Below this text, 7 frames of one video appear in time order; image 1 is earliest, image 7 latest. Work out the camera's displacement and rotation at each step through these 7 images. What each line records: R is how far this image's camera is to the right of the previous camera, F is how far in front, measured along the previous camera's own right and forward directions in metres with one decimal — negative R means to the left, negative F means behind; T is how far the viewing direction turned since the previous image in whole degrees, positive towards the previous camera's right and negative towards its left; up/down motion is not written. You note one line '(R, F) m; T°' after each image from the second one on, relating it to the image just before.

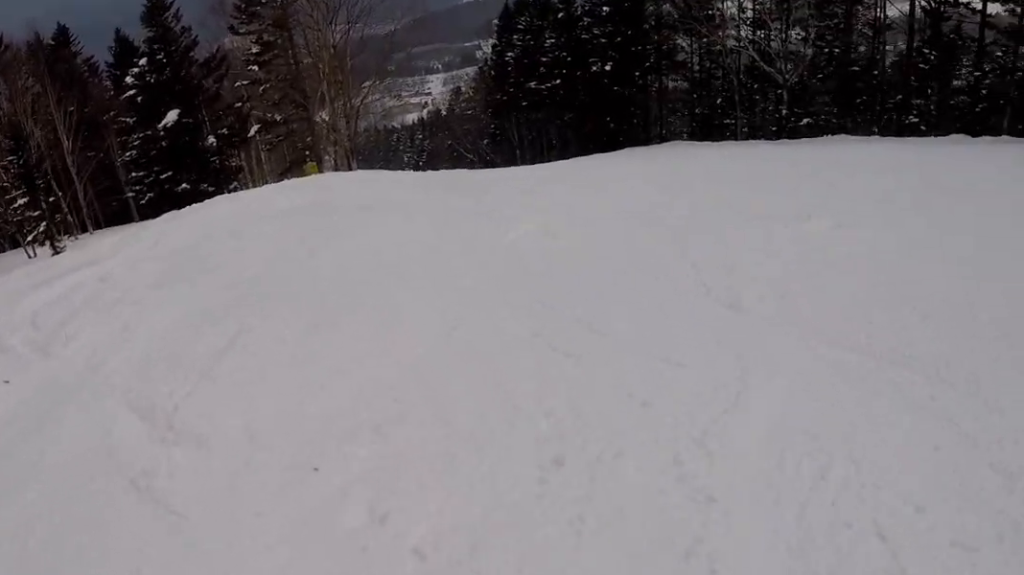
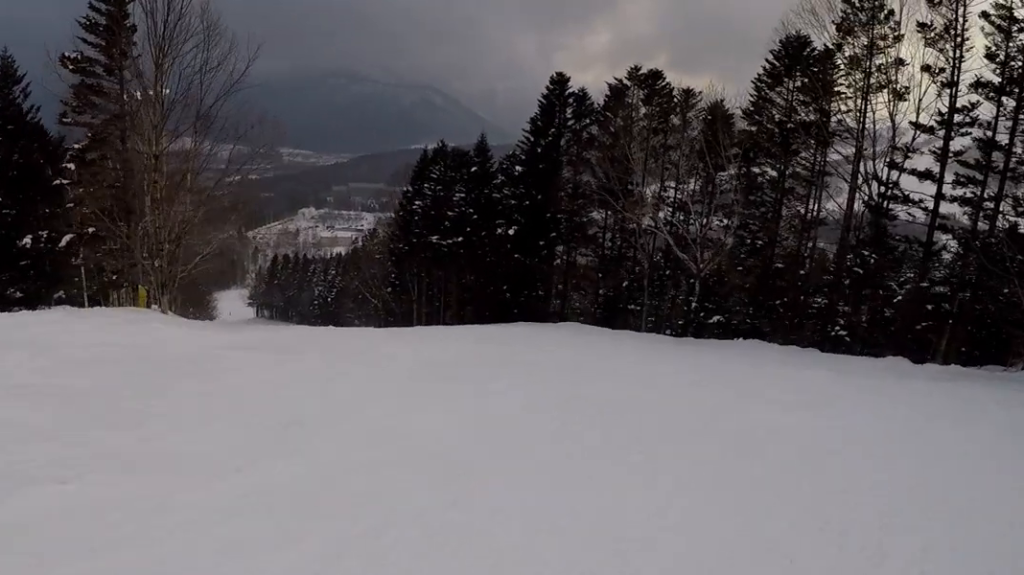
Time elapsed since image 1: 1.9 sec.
(+3.2, +5.5) m; +30°
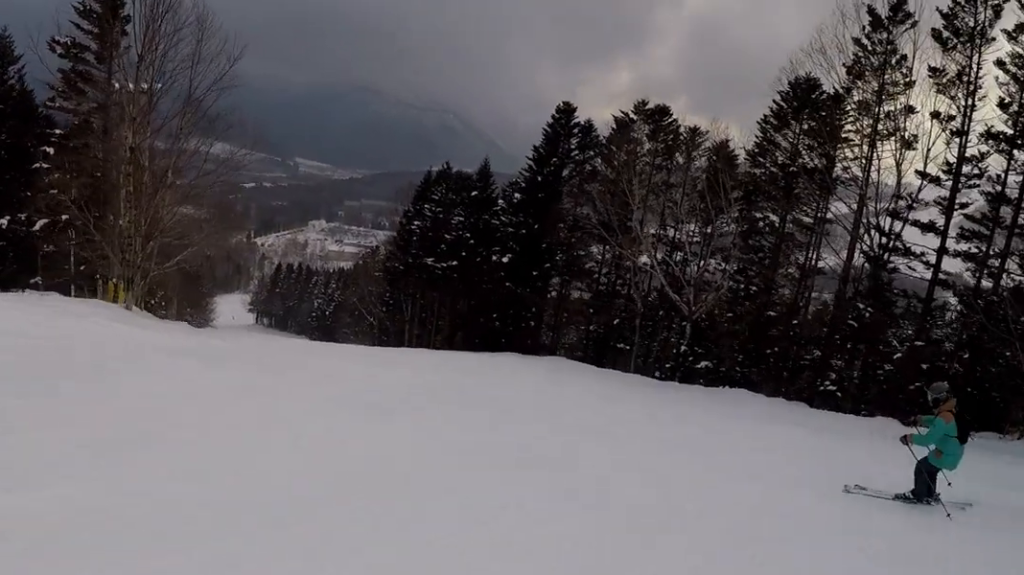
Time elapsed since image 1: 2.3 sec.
(+0.1, +1.5) m; -8°
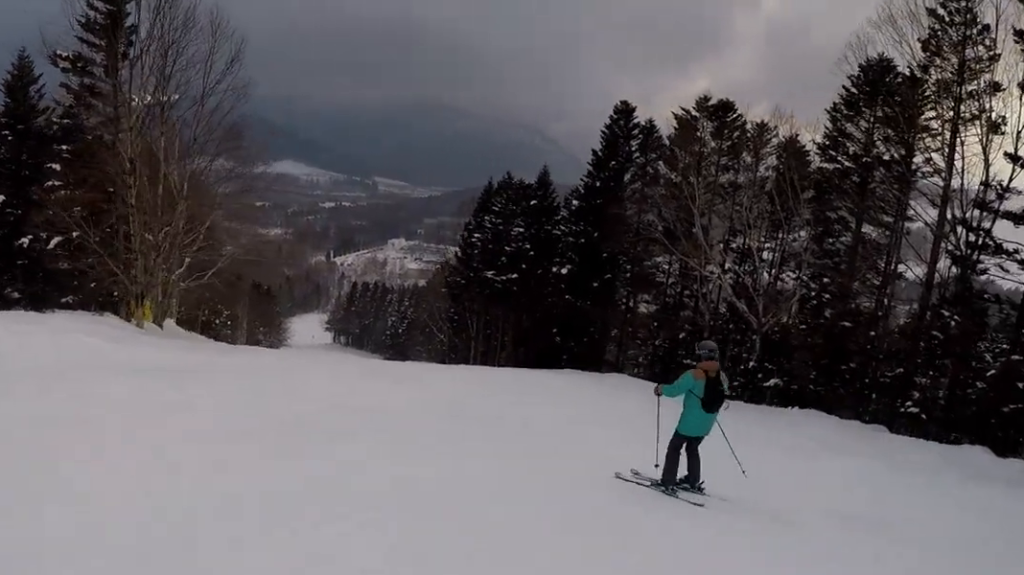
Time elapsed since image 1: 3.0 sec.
(-0.5, +2.6) m; -22°
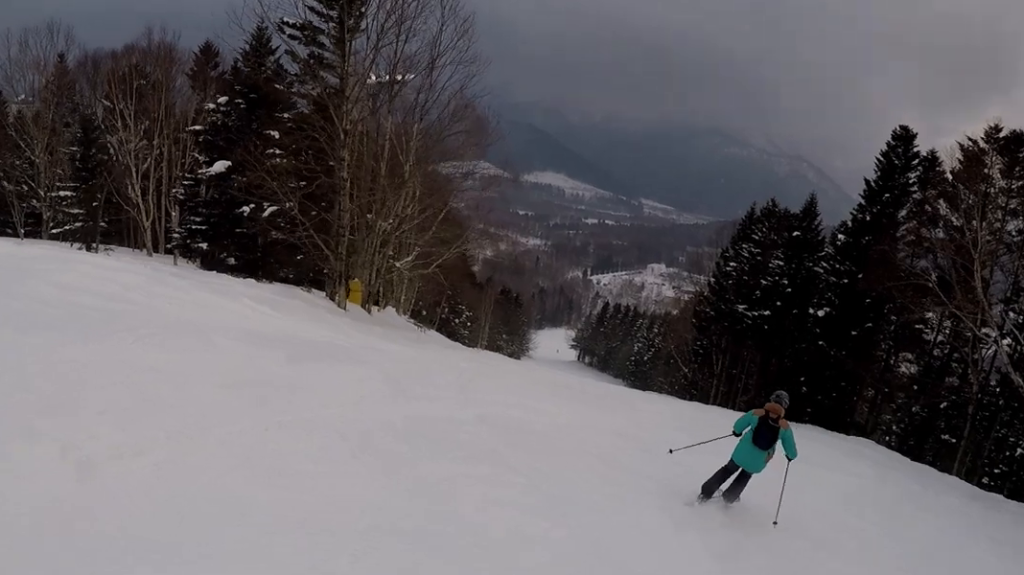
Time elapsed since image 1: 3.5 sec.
(-0.1, +2.1) m; -16°
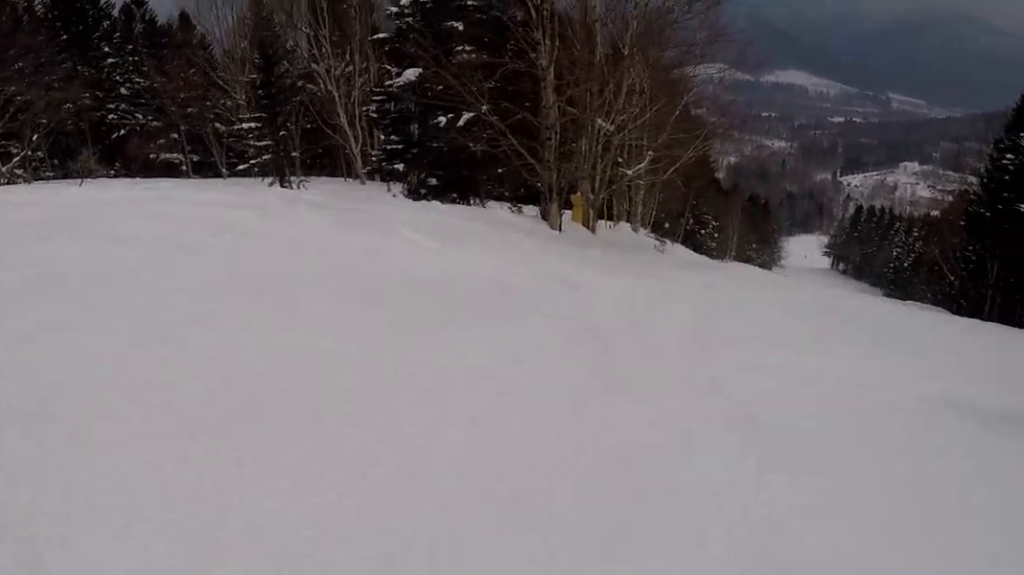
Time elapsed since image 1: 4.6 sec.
(-1.1, +4.0) m; -2°
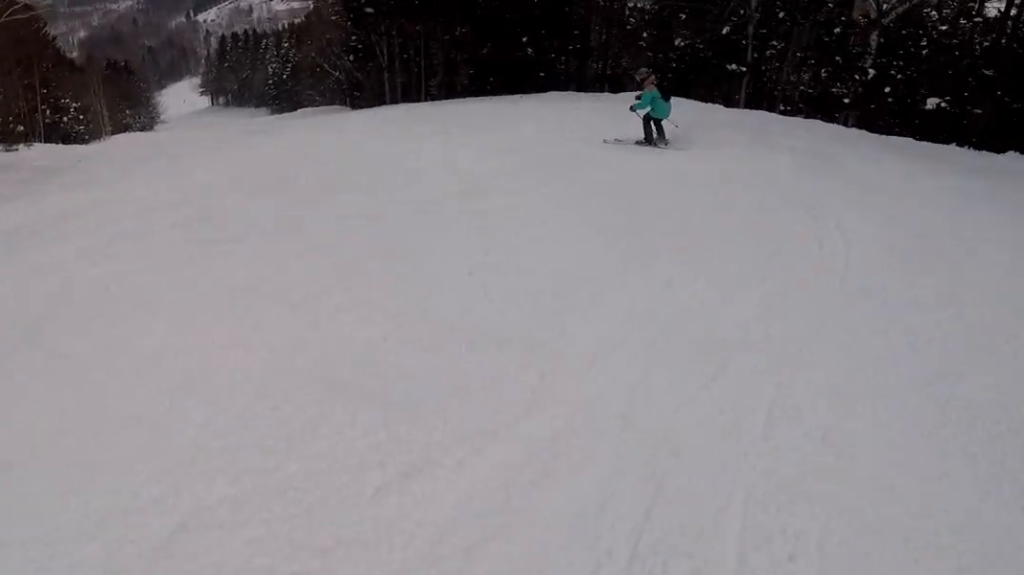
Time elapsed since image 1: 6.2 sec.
(+2.2, +6.9) m; +37°
